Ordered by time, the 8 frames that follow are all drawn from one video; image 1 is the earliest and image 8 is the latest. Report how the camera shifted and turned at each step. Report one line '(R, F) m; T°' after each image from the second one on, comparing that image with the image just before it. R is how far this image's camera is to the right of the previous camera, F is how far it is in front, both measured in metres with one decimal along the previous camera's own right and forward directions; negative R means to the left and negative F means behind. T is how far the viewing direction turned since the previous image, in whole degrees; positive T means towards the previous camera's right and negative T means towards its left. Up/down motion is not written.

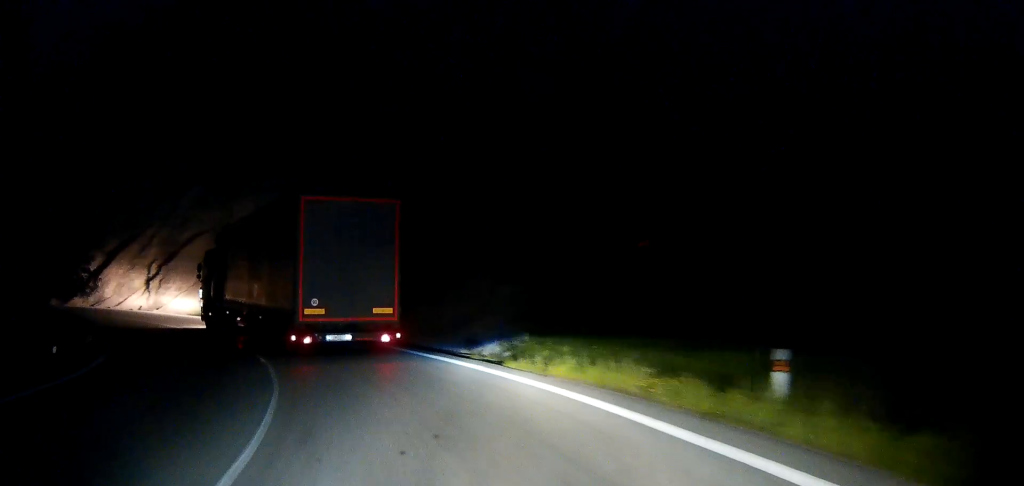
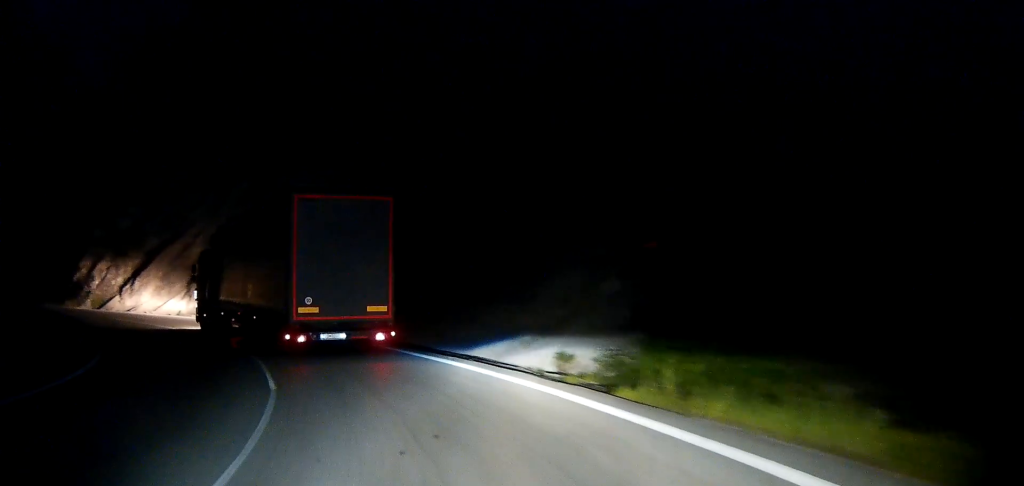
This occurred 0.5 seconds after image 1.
(-0.3, +5.2) m; -6°
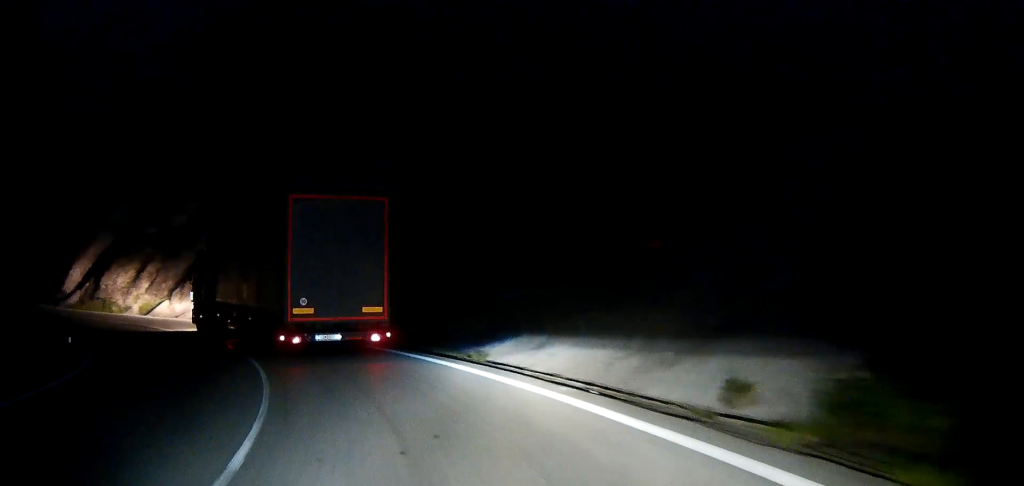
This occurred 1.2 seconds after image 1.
(-0.4, +6.1) m; -8°
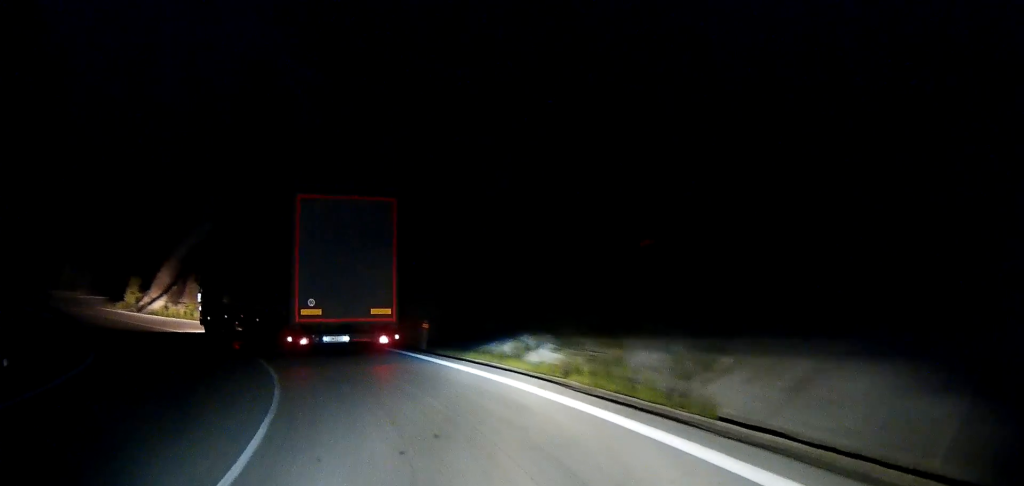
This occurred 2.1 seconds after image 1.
(-0.8, +8.7) m; -11°
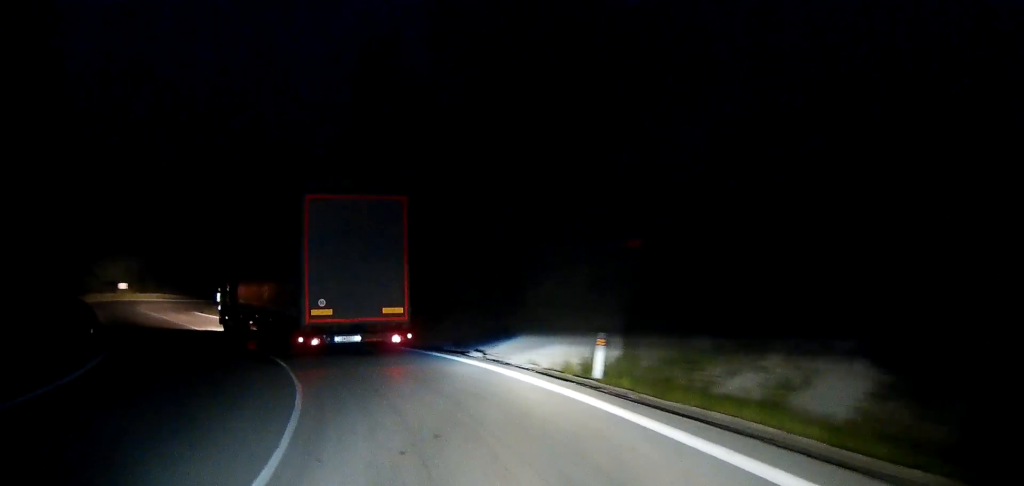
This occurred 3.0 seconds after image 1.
(-0.9, +9.3) m; -11°
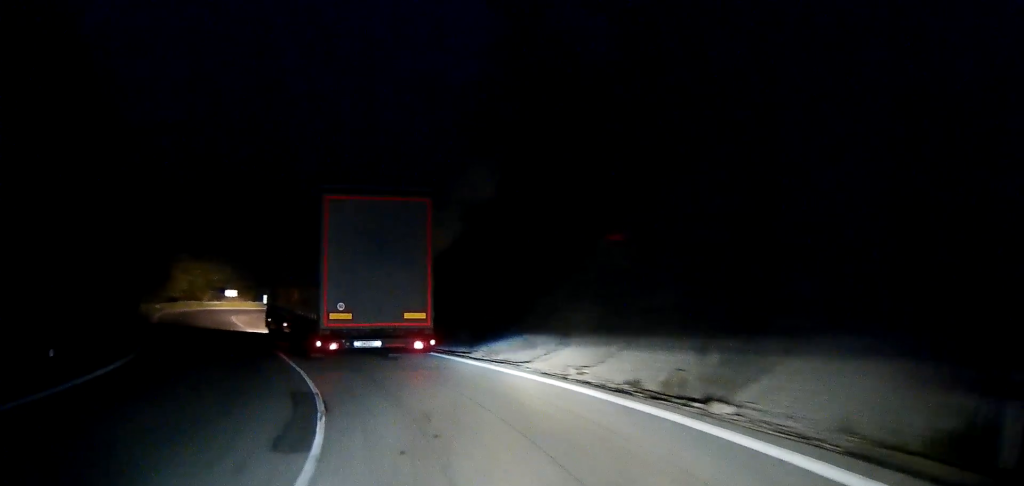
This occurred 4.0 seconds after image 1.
(-1.0, +9.8) m; -12°
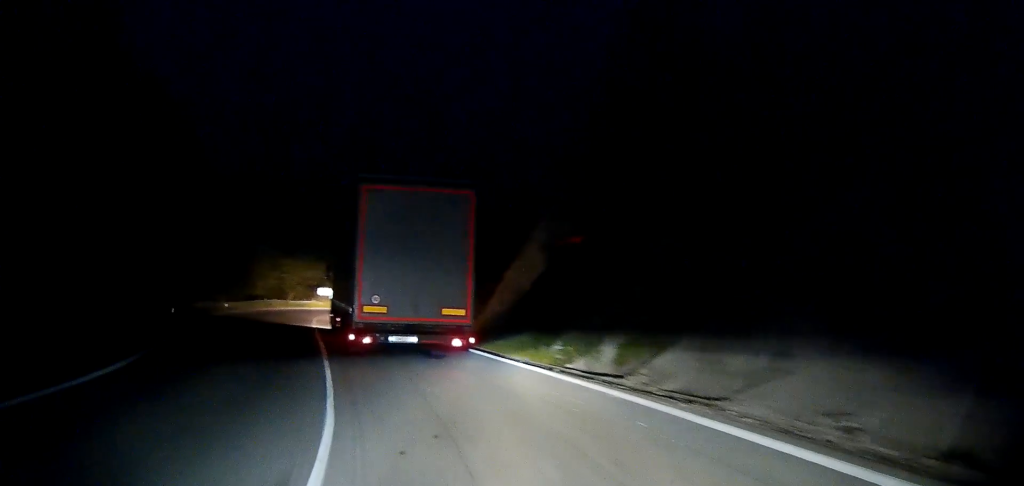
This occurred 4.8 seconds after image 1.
(-0.6, +7.6) m; -8°
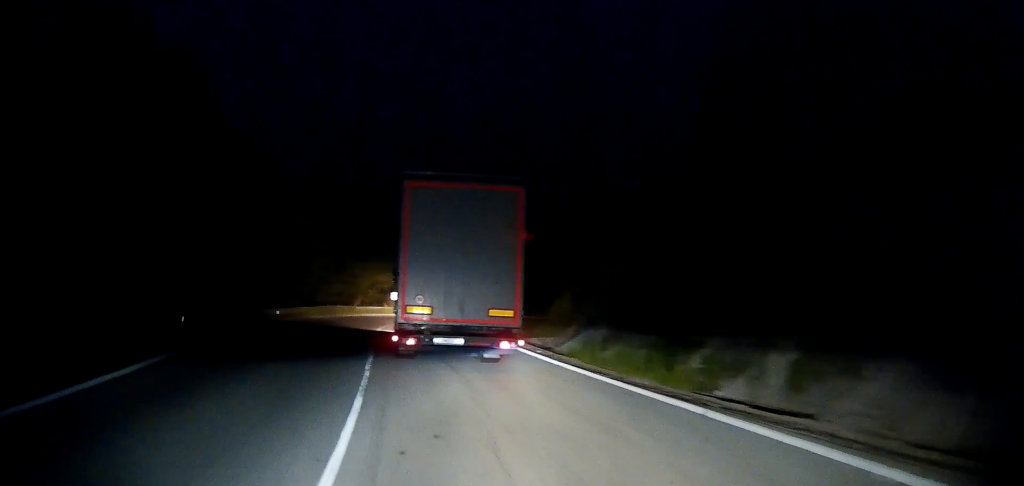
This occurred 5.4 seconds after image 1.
(-0.4, +6.0) m; -3°
